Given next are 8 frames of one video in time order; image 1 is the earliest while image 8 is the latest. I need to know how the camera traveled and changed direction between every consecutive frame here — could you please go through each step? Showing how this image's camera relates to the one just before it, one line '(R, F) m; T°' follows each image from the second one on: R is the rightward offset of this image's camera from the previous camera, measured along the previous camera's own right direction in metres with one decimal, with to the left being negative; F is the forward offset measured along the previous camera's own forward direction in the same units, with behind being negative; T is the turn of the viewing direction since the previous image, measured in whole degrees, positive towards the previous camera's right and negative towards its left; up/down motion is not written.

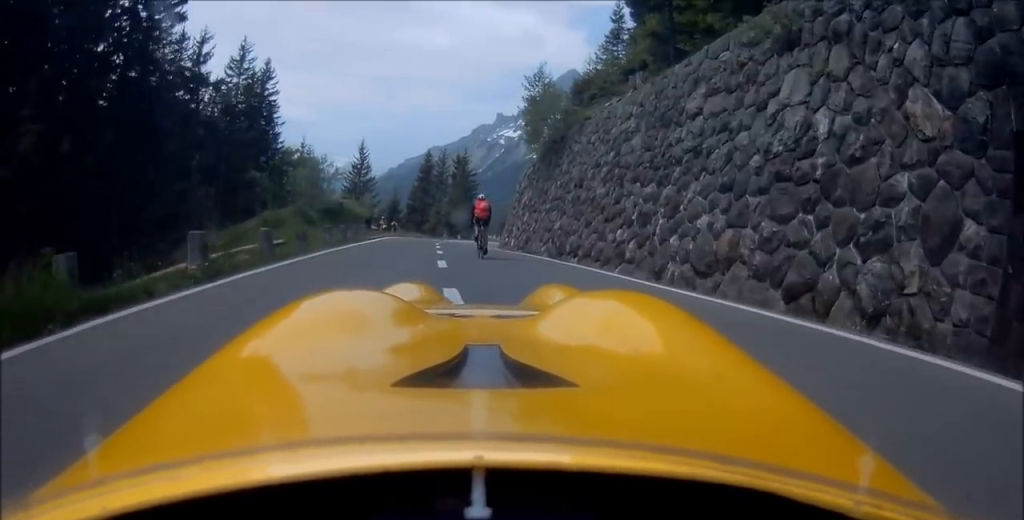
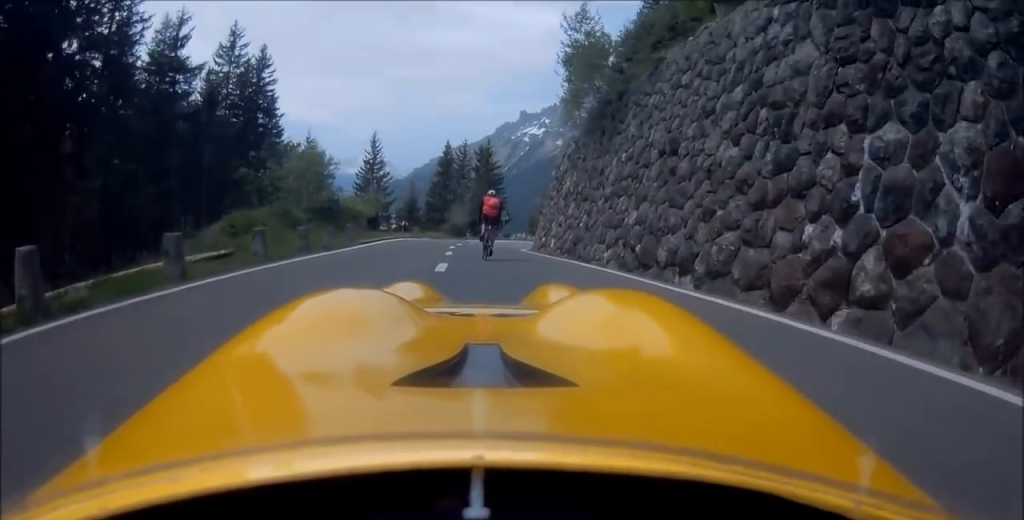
(-0.3, +8.7) m; +3°
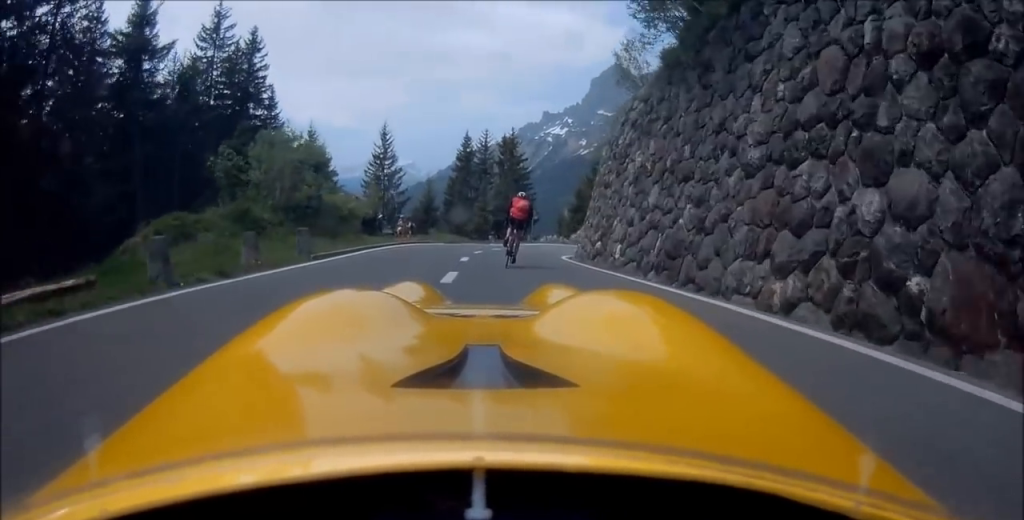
(-0.9, +9.2) m; +4°
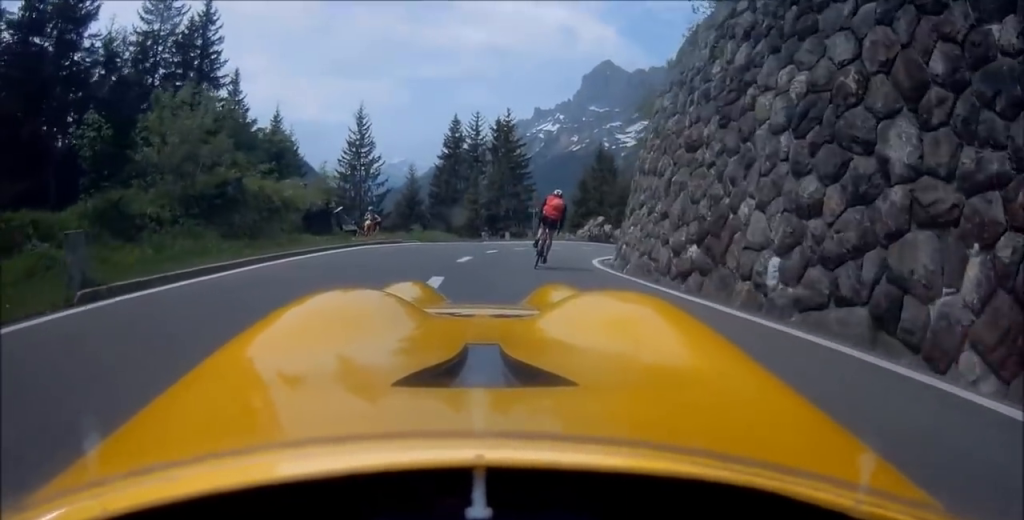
(+1.0, +10.1) m; +4°
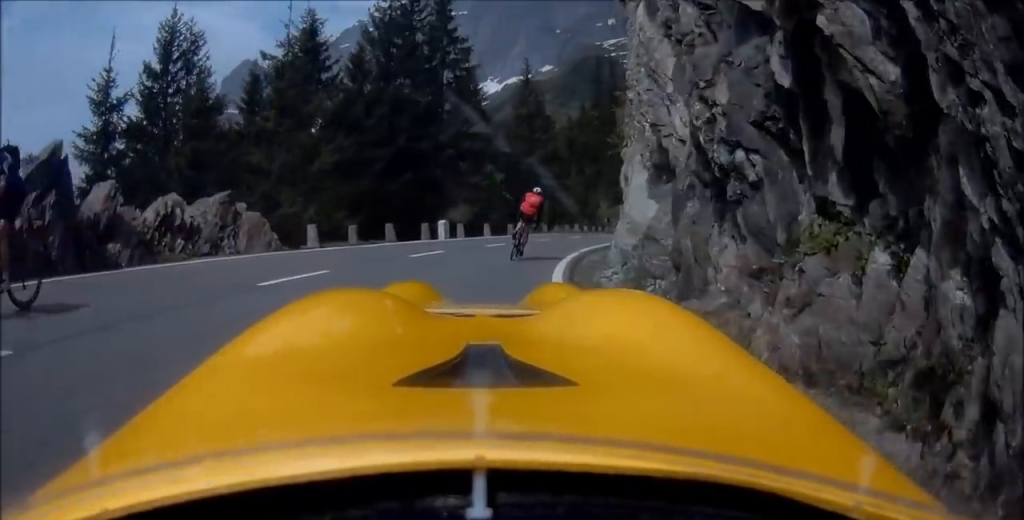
(+4.7, +51.2) m; +11°
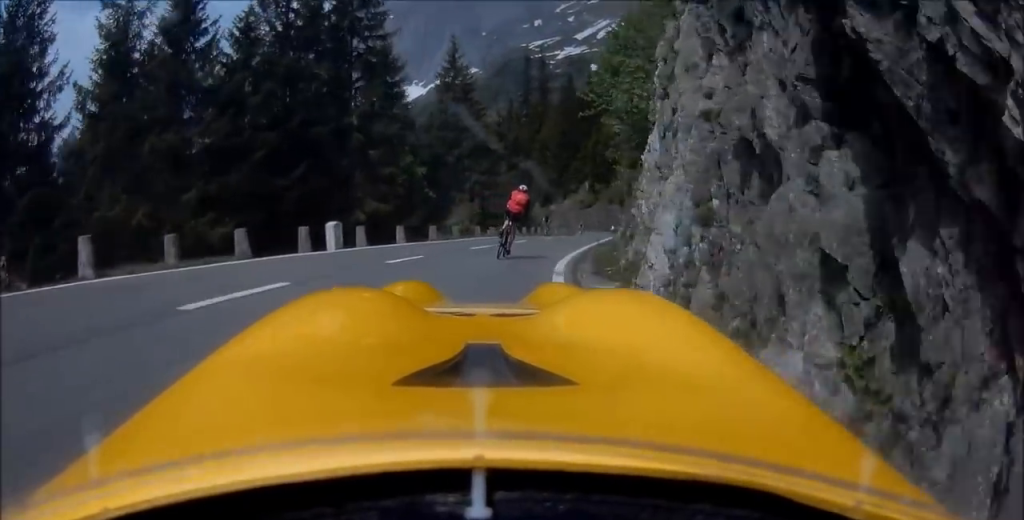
(+0.1, +8.1) m; +4°
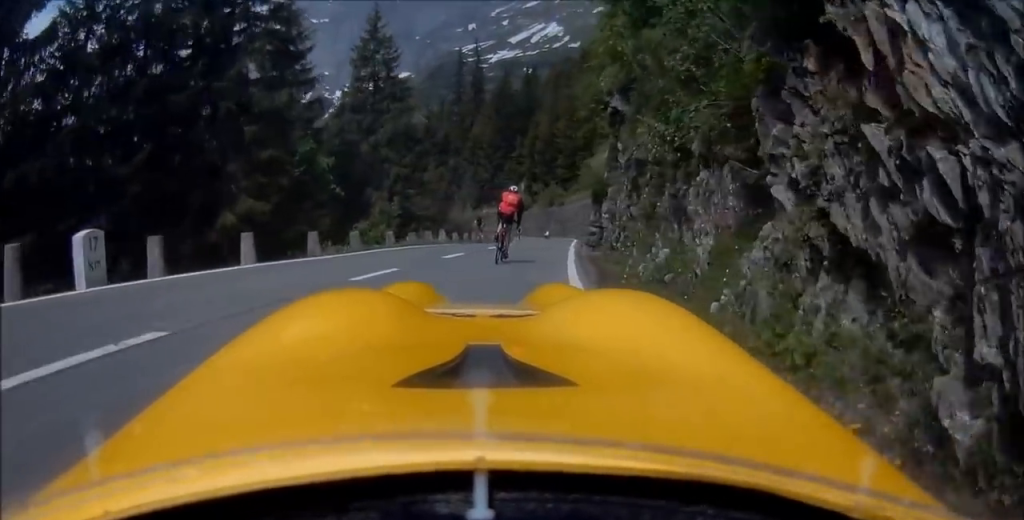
(+0.5, +9.0) m; +5°
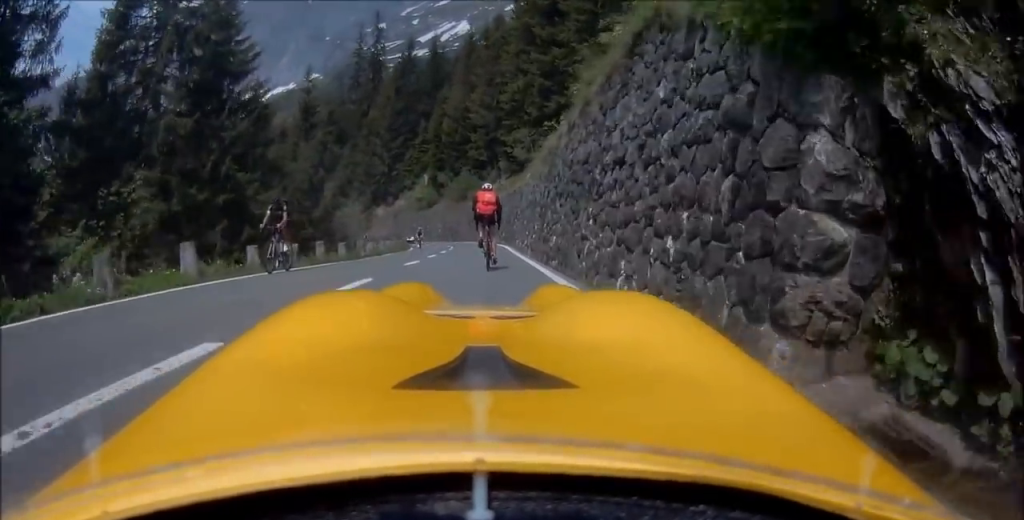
(+1.8, +19.1) m; +9°
